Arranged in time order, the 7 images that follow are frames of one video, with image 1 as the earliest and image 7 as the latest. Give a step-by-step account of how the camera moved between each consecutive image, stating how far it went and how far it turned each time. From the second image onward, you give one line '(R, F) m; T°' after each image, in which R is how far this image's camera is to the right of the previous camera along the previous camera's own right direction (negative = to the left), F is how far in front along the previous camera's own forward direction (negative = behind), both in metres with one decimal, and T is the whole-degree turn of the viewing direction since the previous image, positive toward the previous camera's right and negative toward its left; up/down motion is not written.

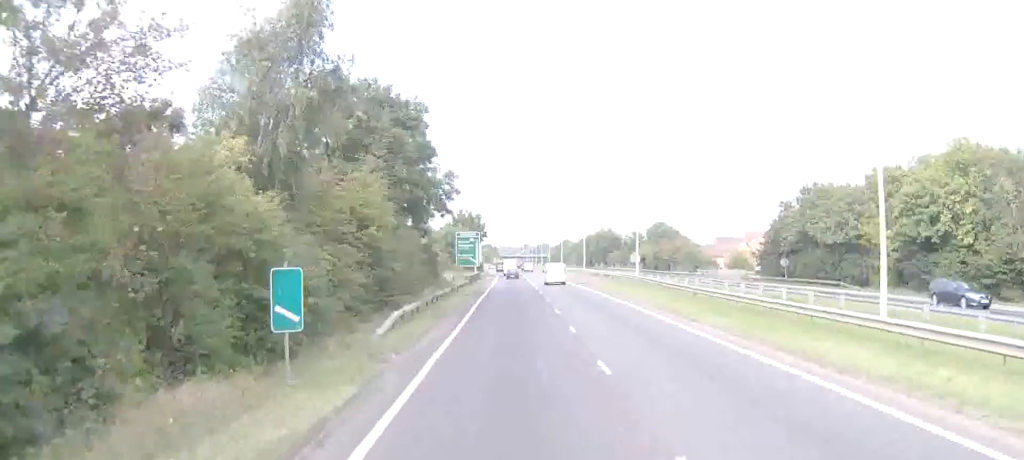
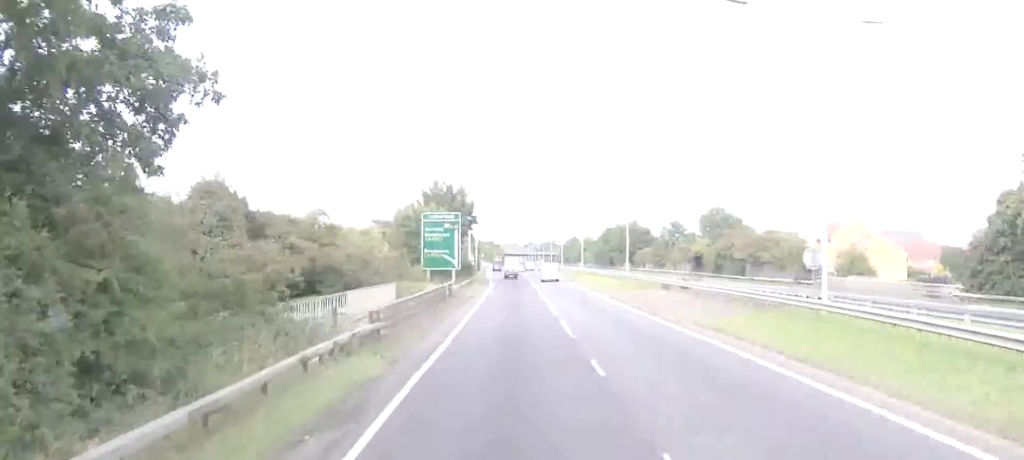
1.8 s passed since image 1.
(-0.5, +40.4) m; -1°
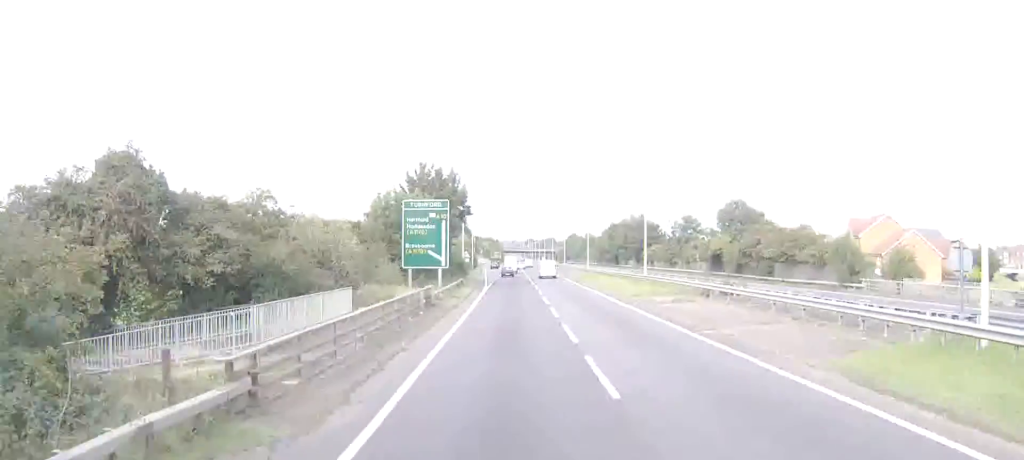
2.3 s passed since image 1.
(-0.1, +10.3) m; 0°
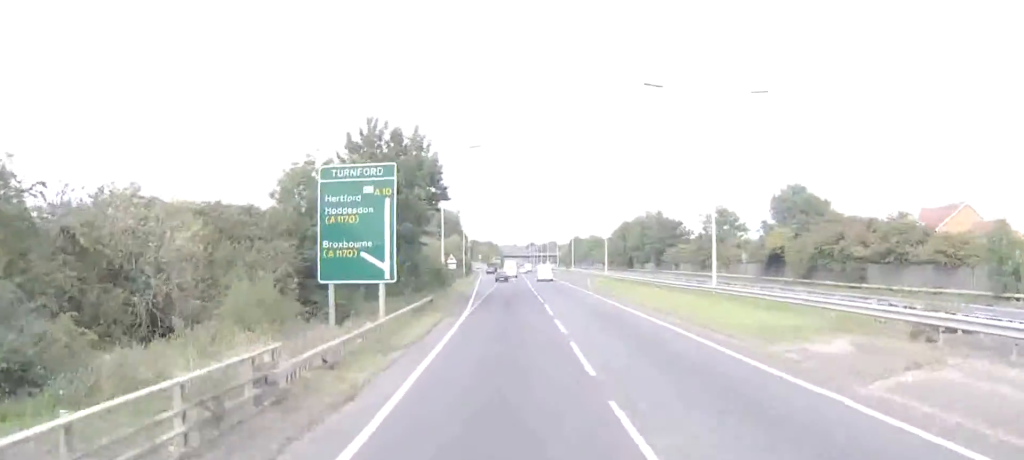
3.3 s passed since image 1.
(0.0, +22.2) m; 0°
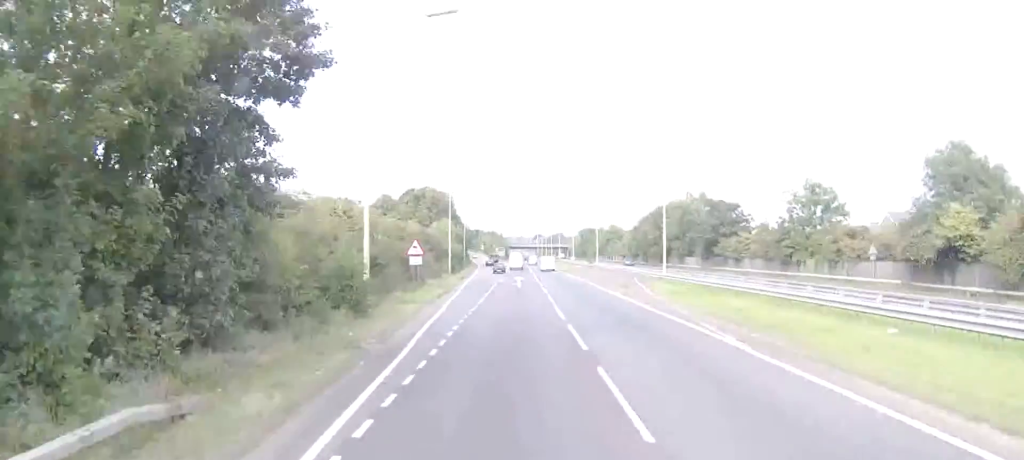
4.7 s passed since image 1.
(+0.1, +32.0) m; 0°
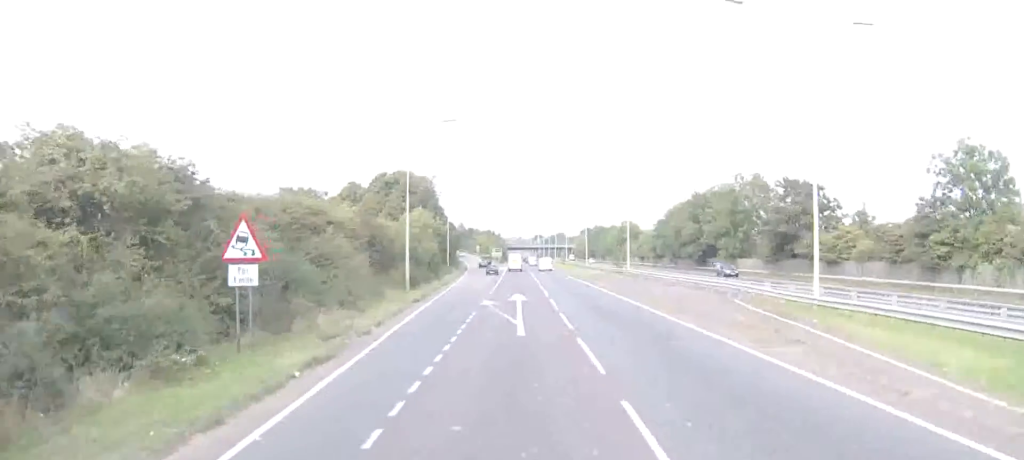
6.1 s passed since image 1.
(-0.1, +30.0) m; 0°
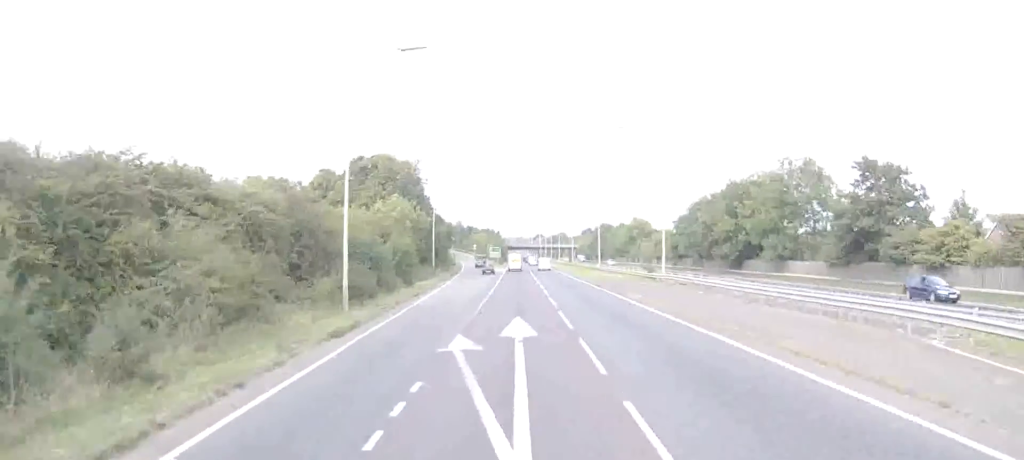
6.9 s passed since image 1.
(-0.1, +18.0) m; 0°
